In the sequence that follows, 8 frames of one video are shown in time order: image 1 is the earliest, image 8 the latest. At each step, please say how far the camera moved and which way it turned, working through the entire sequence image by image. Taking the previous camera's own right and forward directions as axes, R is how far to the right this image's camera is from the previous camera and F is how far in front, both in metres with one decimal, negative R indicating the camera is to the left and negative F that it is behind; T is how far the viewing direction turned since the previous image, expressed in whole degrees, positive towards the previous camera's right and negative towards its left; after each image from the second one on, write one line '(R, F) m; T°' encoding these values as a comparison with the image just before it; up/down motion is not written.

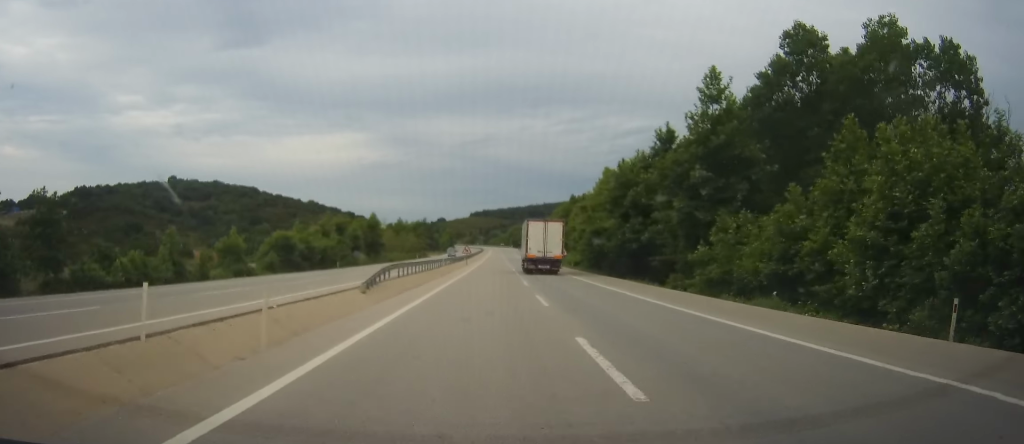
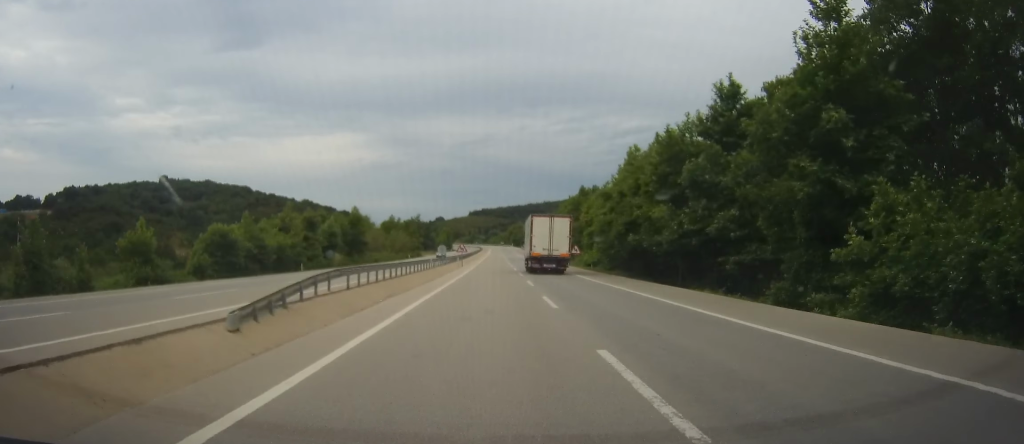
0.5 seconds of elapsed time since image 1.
(0.0, +13.9) m; 0°
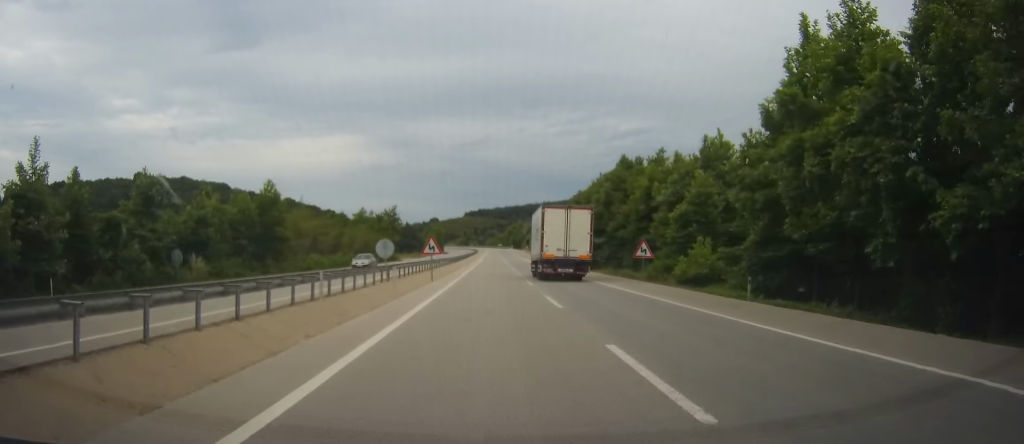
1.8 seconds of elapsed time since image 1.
(0.0, +34.5) m; +1°
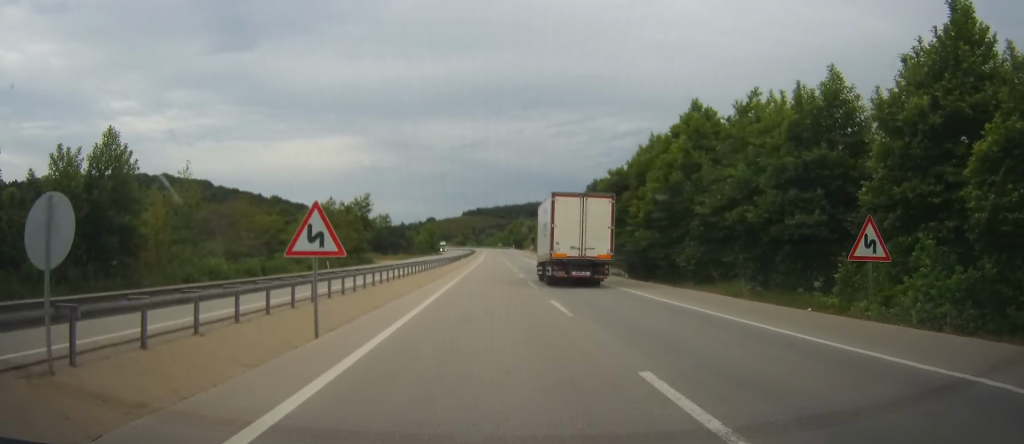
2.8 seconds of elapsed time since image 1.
(+0.4, +26.7) m; +1°
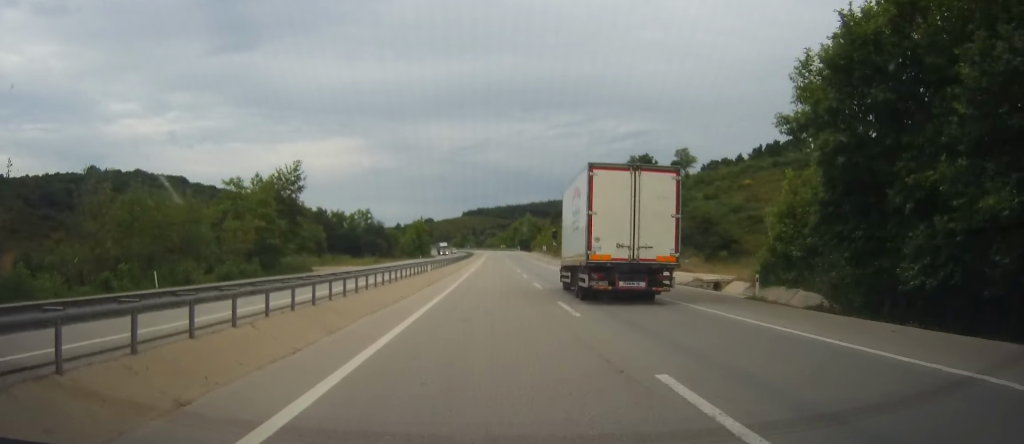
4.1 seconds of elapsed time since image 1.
(+0.2, +36.6) m; 0°
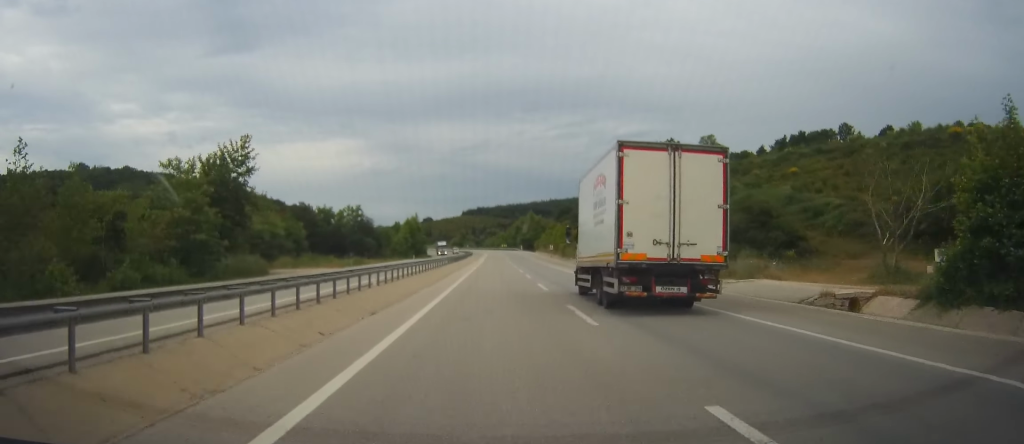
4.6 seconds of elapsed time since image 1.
(-0.1, +13.2) m; 0°
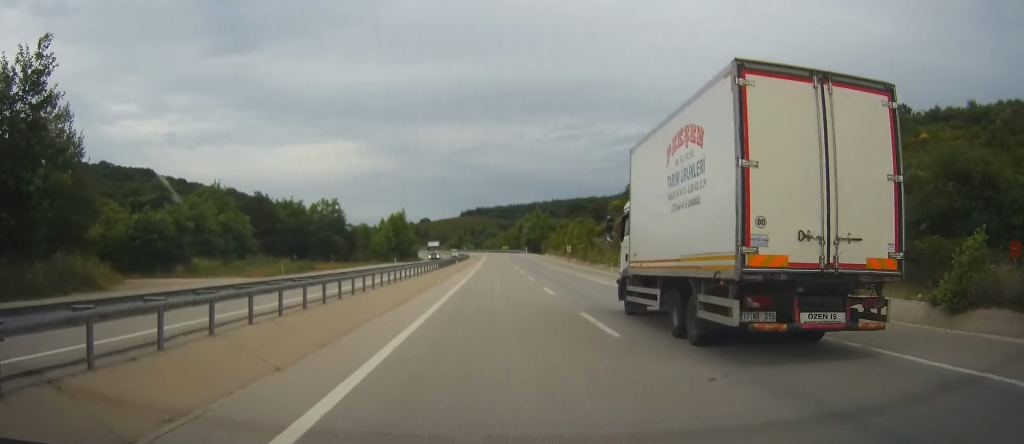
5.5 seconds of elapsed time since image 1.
(0.0, +25.3) m; 0°
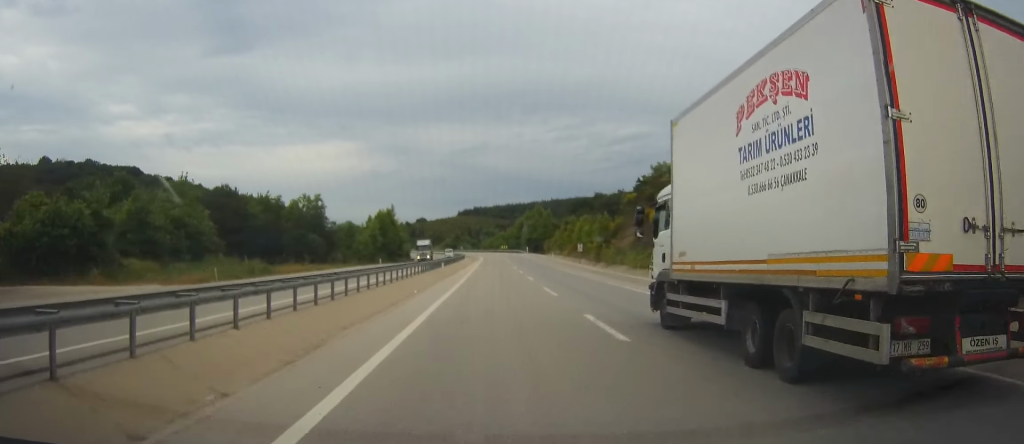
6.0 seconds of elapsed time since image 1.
(0.0, +13.5) m; 0°
